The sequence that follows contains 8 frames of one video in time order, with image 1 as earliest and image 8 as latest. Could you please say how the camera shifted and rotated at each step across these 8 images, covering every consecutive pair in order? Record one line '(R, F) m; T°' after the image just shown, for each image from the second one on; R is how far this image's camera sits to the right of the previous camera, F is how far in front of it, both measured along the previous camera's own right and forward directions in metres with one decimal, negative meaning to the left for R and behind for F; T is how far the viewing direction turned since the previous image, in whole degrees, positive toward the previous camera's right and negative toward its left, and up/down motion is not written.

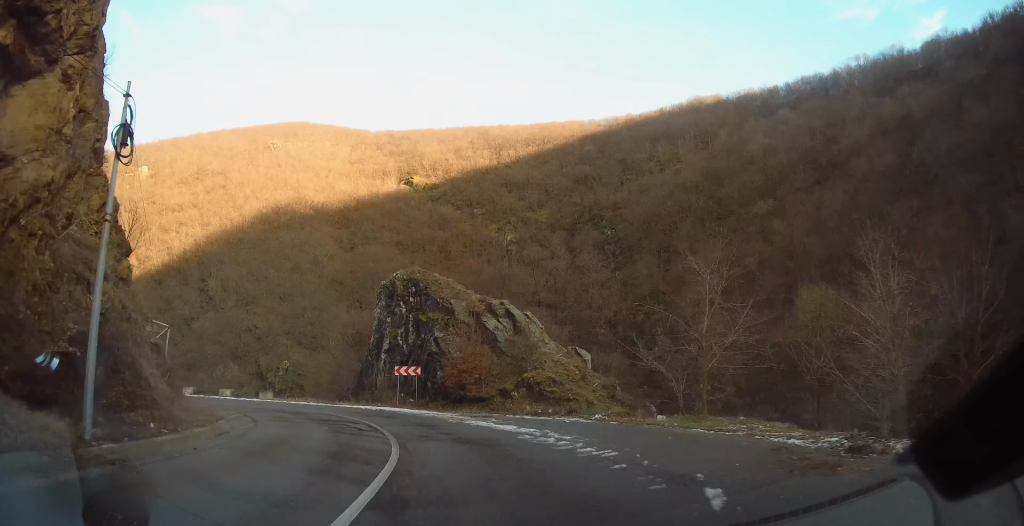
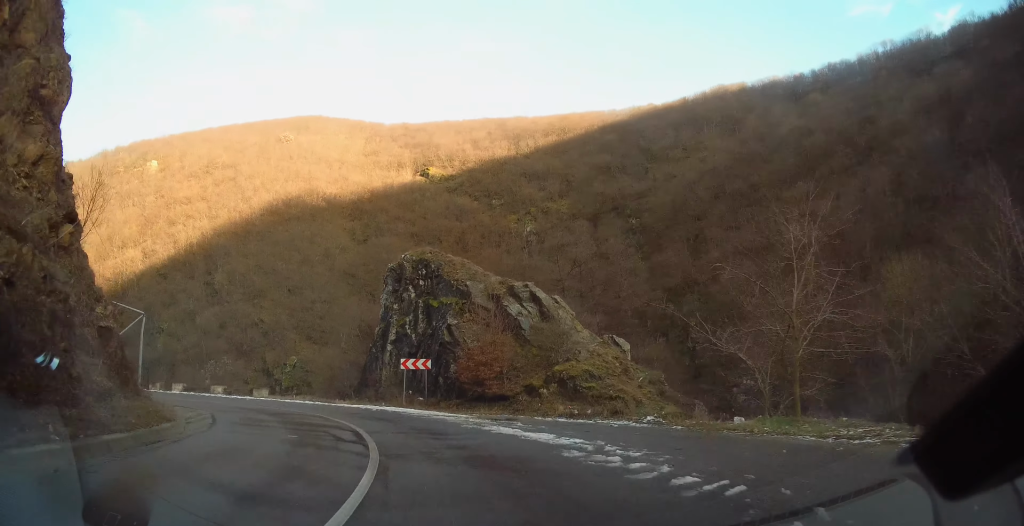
(-0.5, +4.9) m; -4°
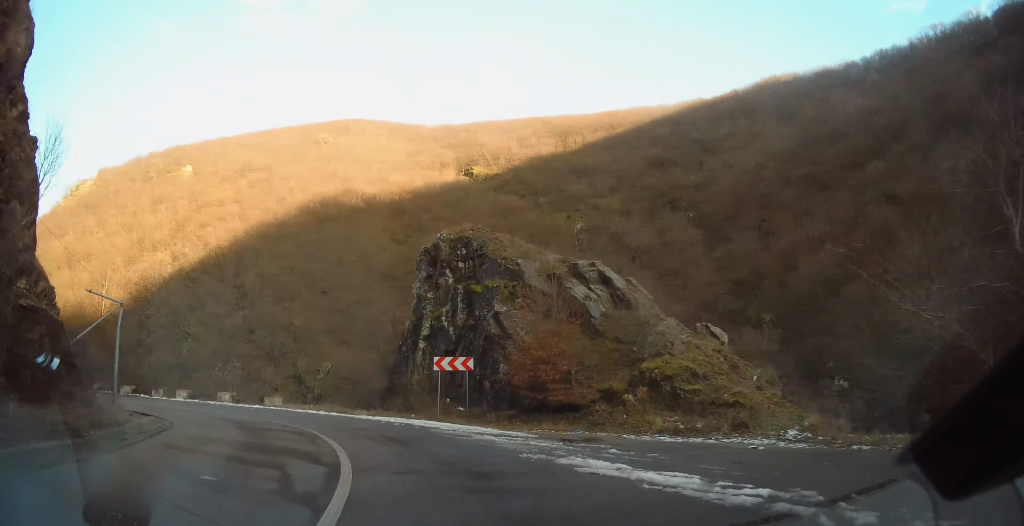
(-0.2, +6.6) m; -8°
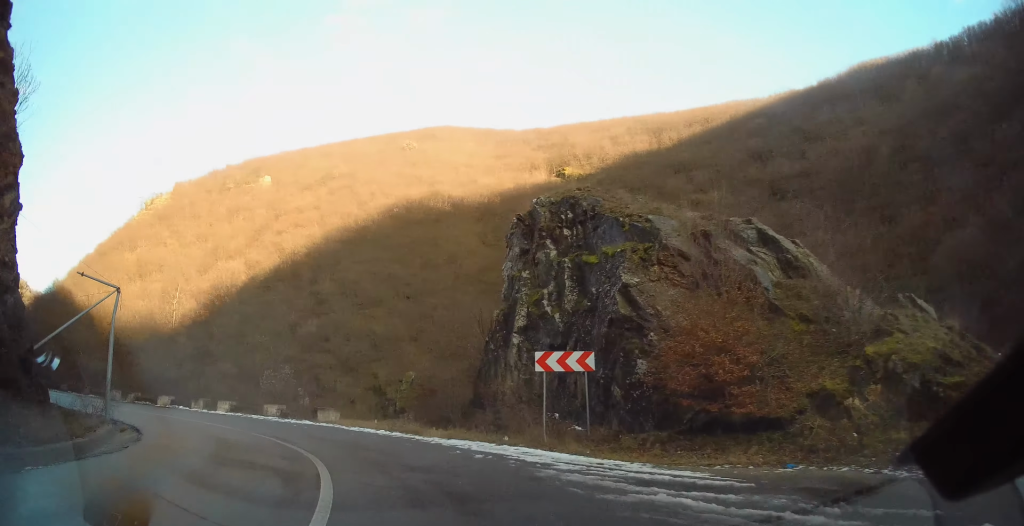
(+0.1, +7.2) m; -11°
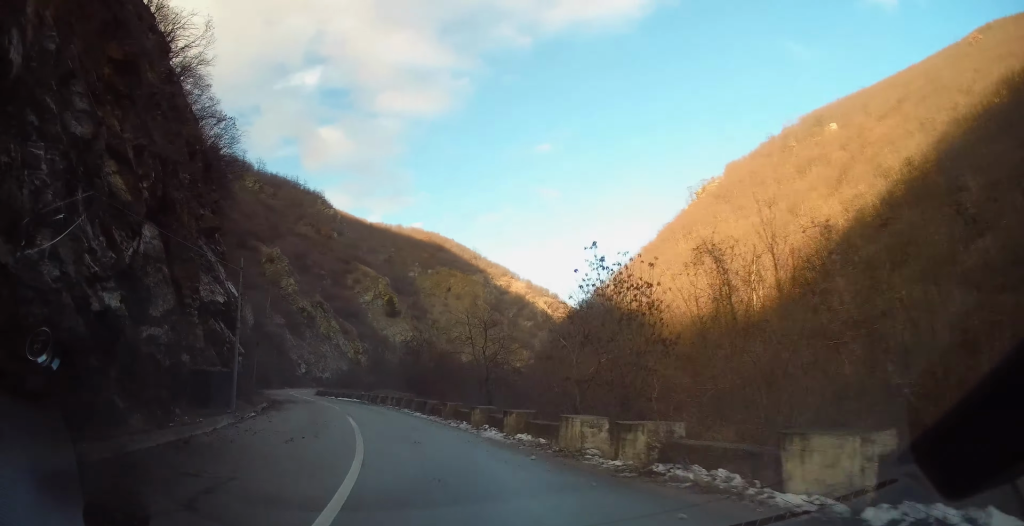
(-18.6, +27.8) m; -57°
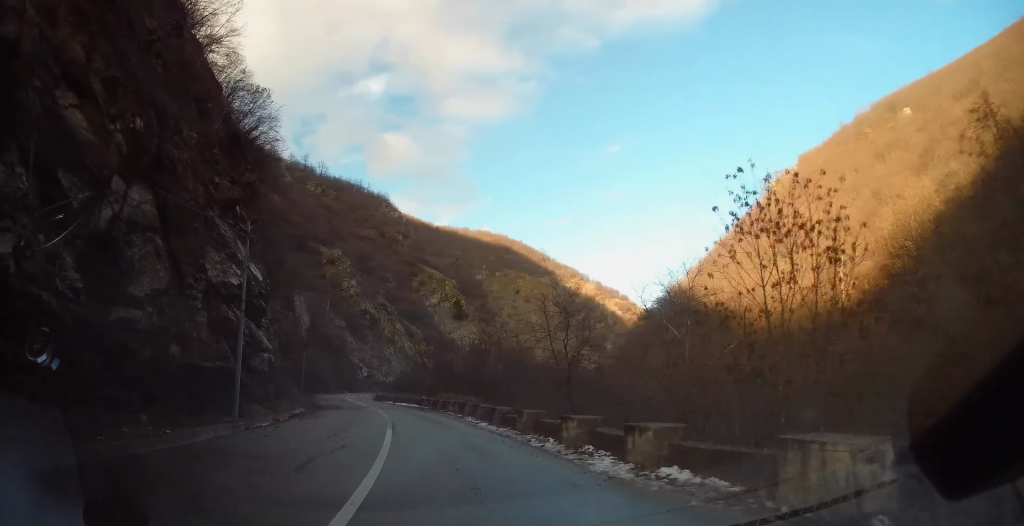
(-0.4, +6.6) m; -6°
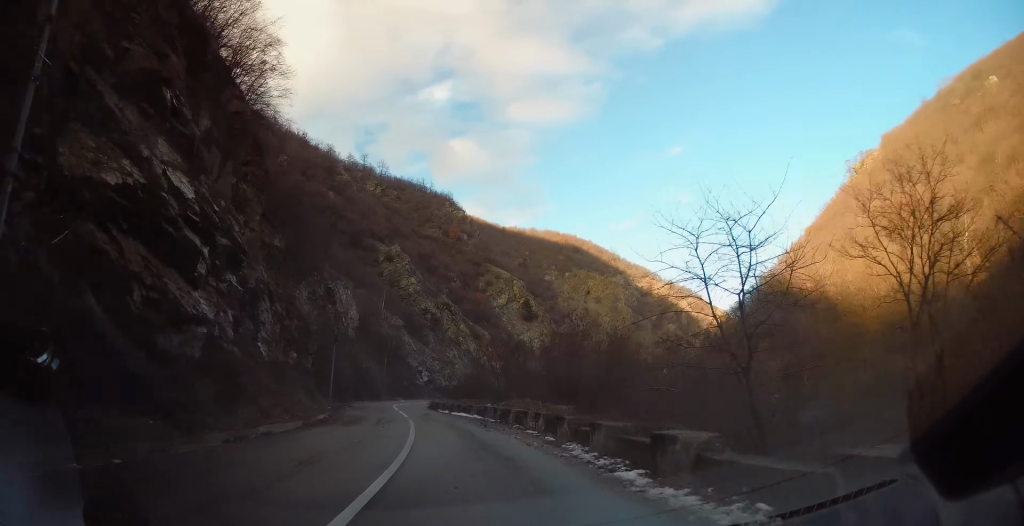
(-1.2, +13.6) m; -6°
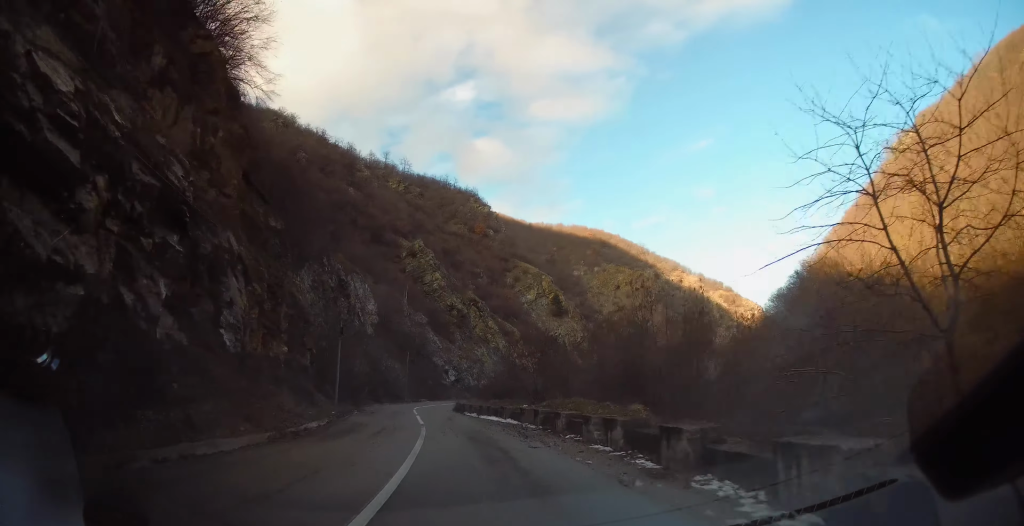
(-0.1, +7.1) m; -2°
